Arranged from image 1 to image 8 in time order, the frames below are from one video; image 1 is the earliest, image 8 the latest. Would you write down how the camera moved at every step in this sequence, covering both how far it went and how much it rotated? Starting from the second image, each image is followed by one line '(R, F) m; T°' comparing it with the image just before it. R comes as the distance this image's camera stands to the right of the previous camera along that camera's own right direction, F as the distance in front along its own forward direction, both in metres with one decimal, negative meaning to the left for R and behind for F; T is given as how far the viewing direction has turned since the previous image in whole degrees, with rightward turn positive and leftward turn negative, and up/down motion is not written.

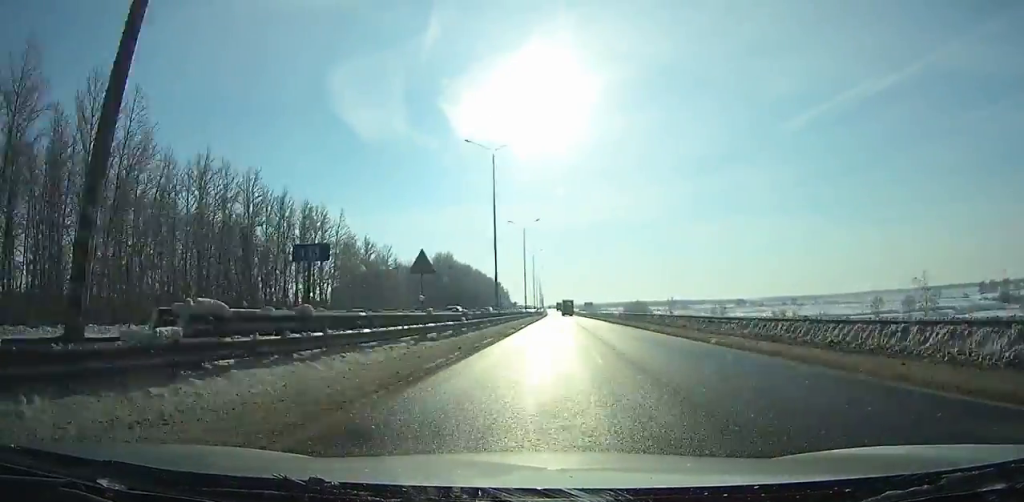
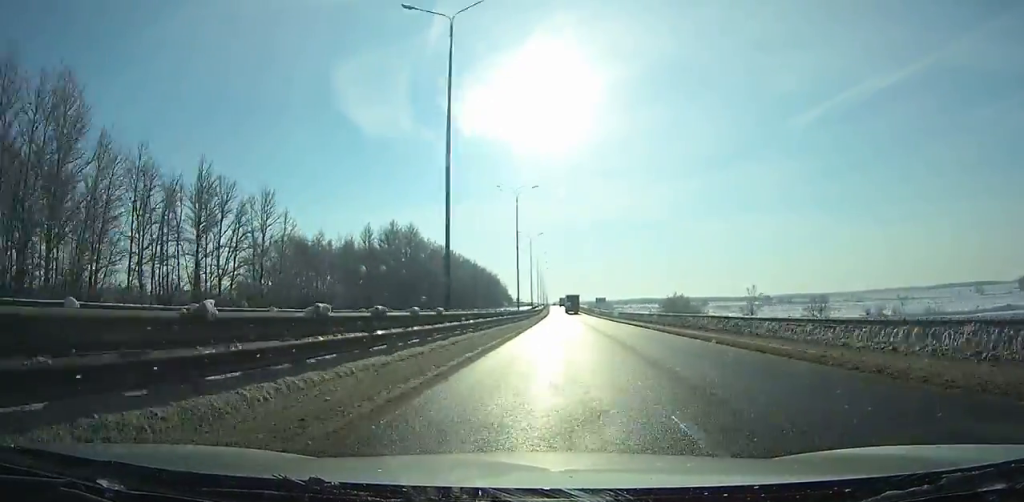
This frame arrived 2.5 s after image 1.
(-0.4, +71.2) m; -1°
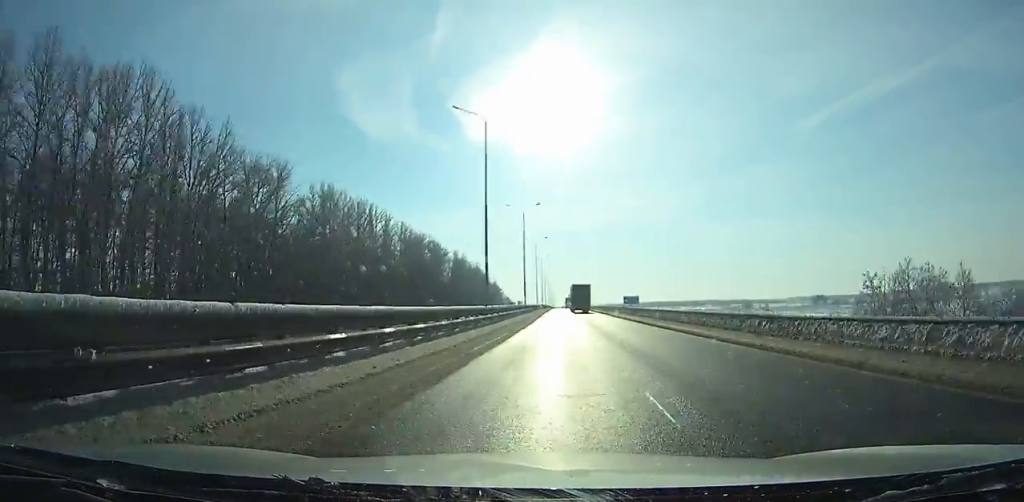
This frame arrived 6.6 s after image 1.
(-0.7, +120.2) m; -1°
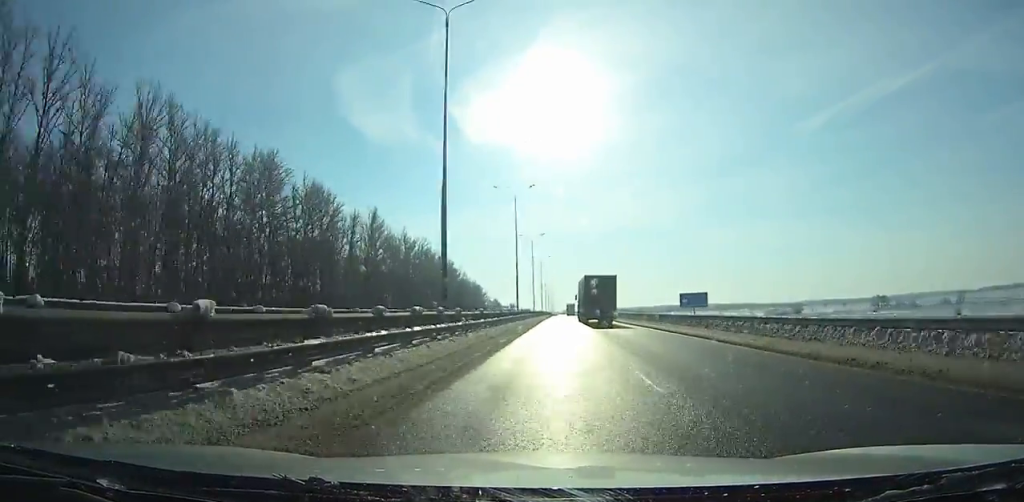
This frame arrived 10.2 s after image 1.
(-0.3, +107.6) m; 0°
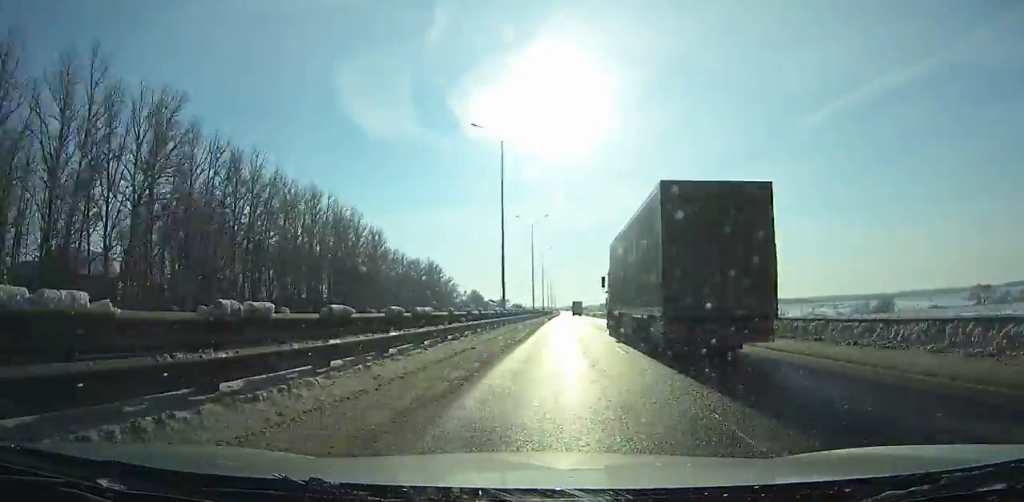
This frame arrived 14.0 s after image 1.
(+0.1, +115.1) m; 0°
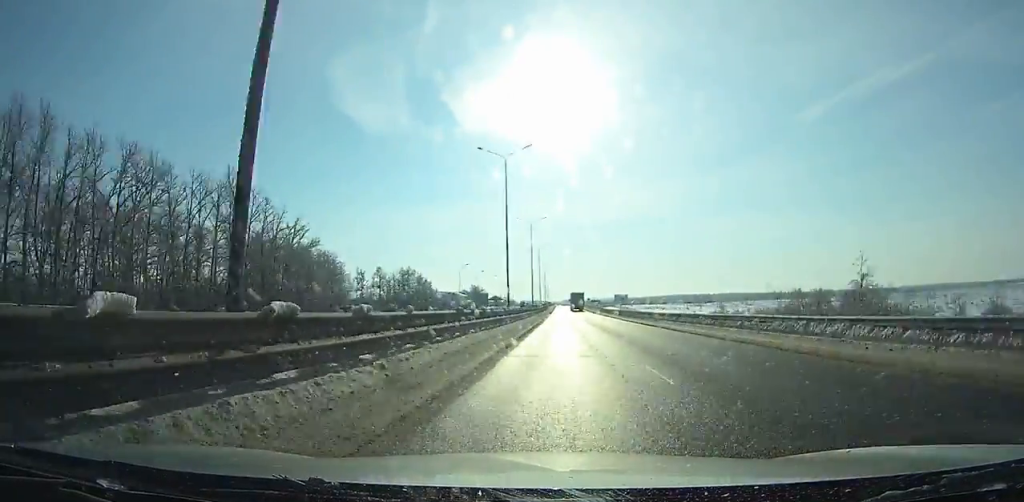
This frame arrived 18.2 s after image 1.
(+0.3, +128.0) m; 0°
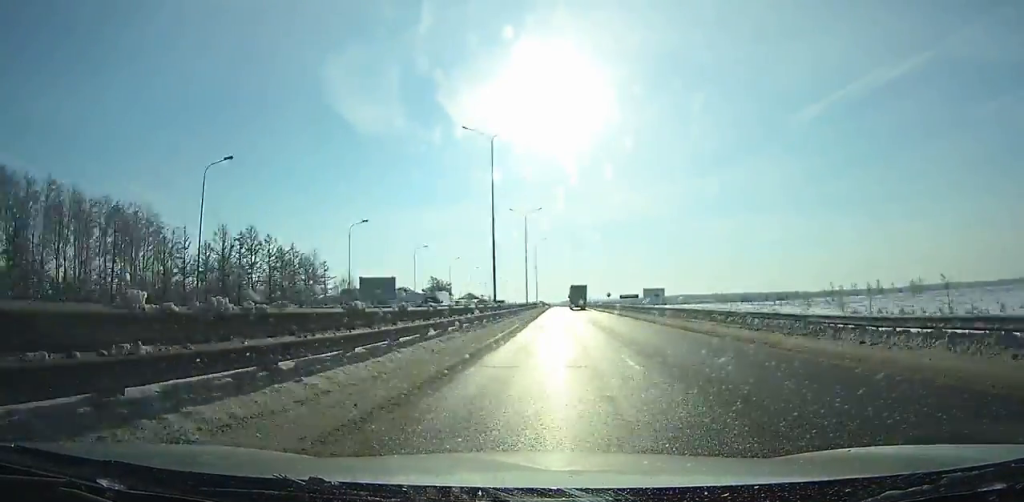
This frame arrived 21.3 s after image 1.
(0.0, +94.4) m; 0°
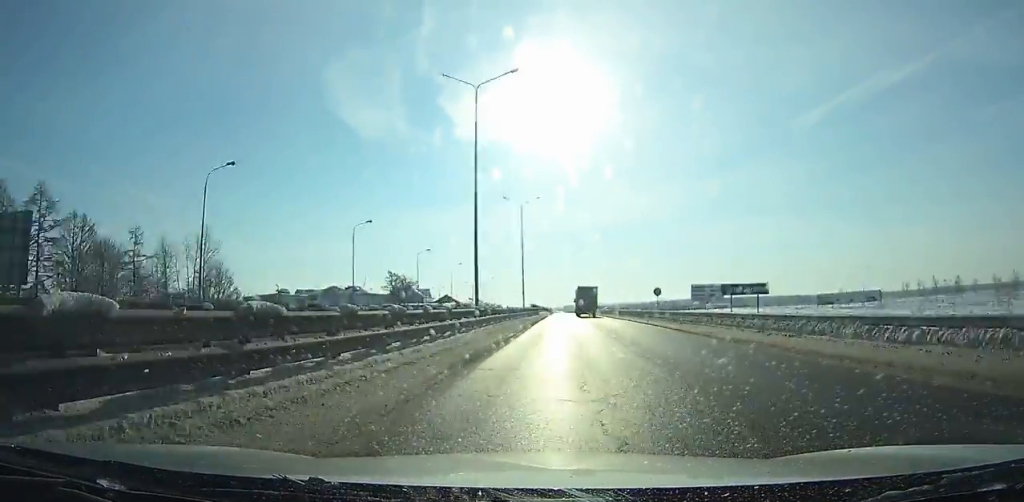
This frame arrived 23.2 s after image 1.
(0.0, +57.5) m; 0°
